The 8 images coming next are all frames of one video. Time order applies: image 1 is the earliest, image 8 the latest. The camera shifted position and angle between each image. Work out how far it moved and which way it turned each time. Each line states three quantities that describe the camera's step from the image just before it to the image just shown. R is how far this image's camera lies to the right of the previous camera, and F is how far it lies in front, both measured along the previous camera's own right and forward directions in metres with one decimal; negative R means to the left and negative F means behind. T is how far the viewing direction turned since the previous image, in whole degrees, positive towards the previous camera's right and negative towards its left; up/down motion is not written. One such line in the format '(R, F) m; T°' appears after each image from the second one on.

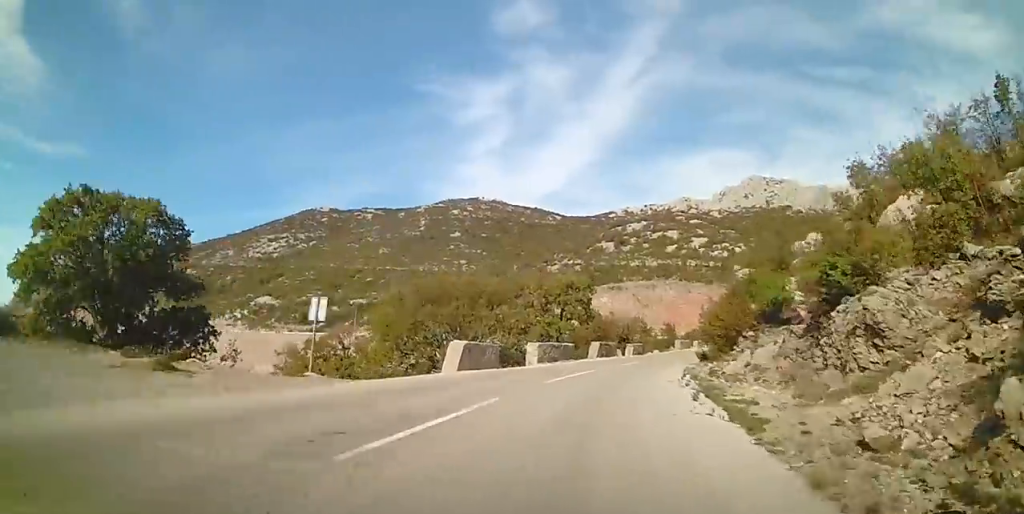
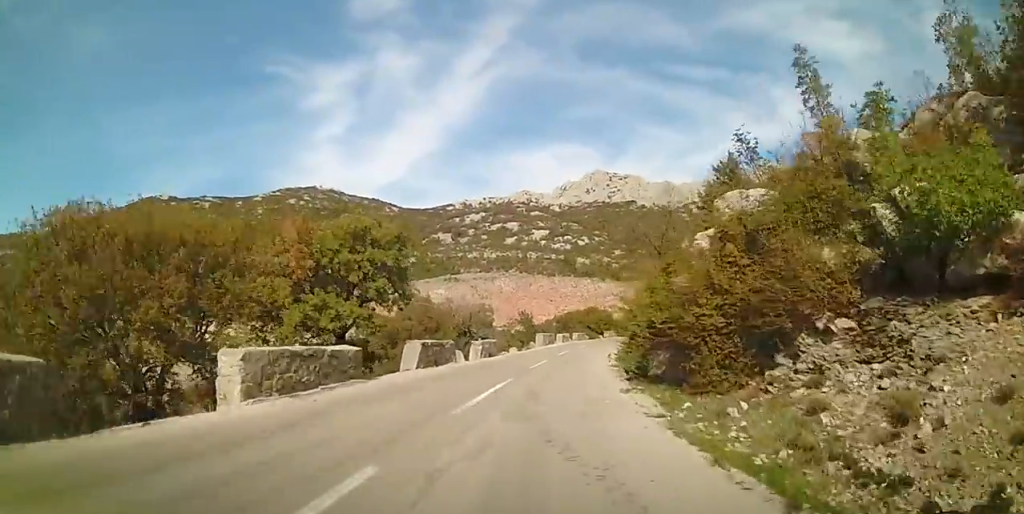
(+2.7, +14.2) m; +17°
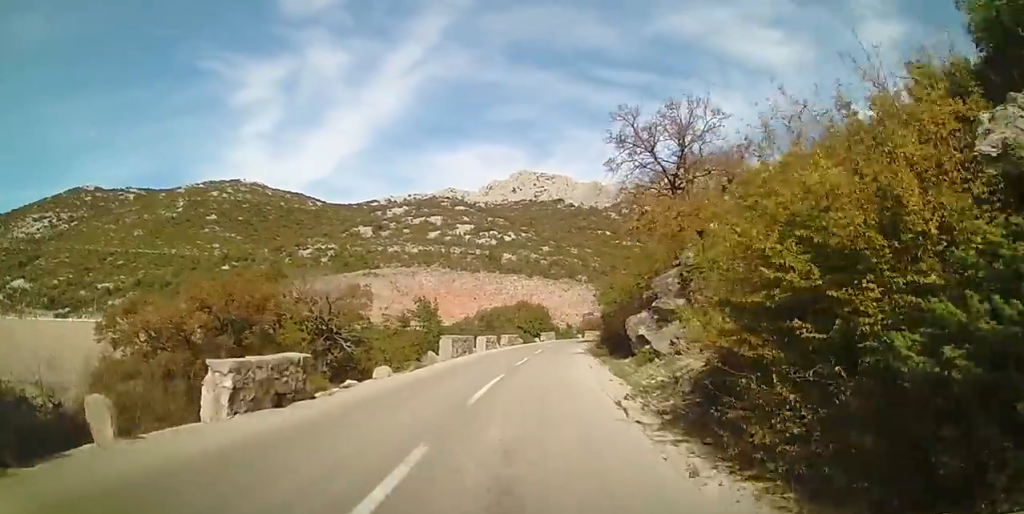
(+1.4, +16.4) m; +10°
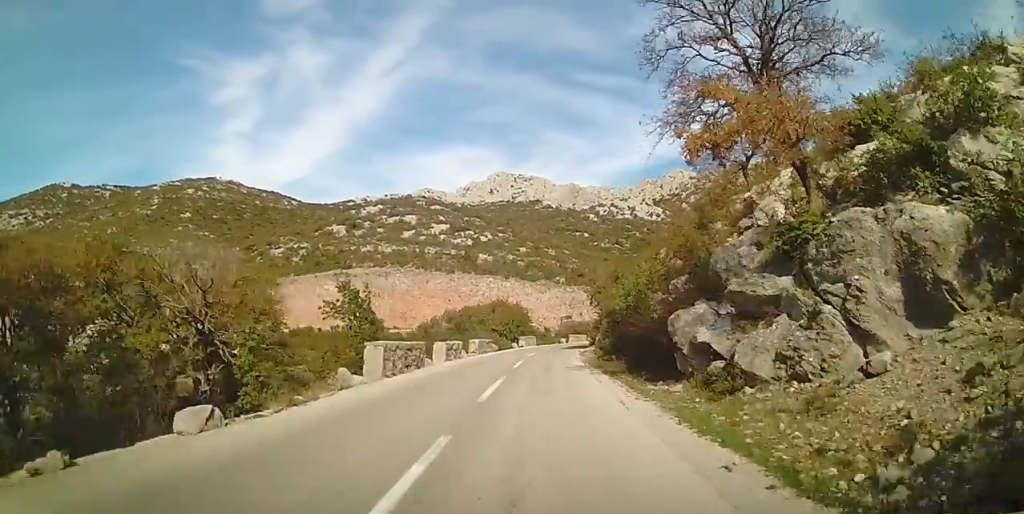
(+0.5, +8.3) m; +4°
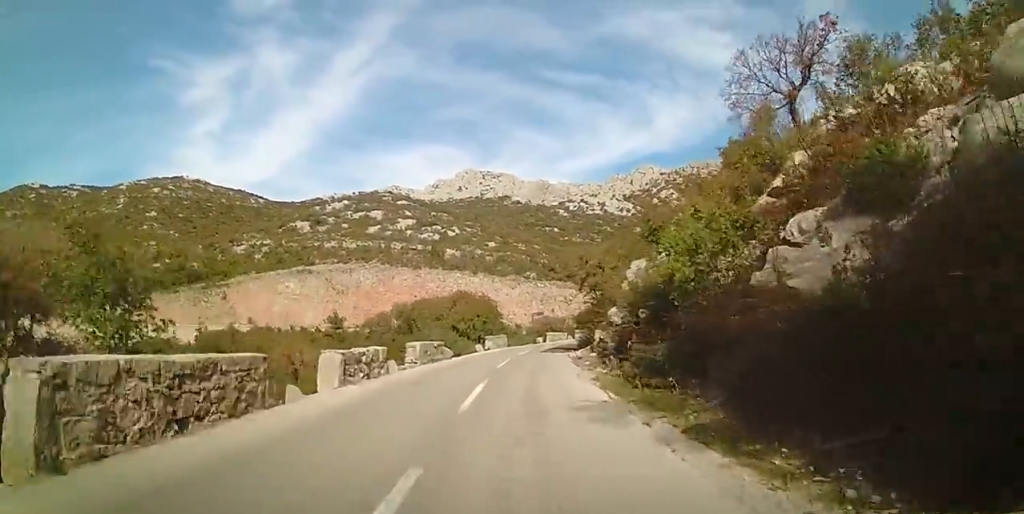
(+0.4, +10.2) m; +2°
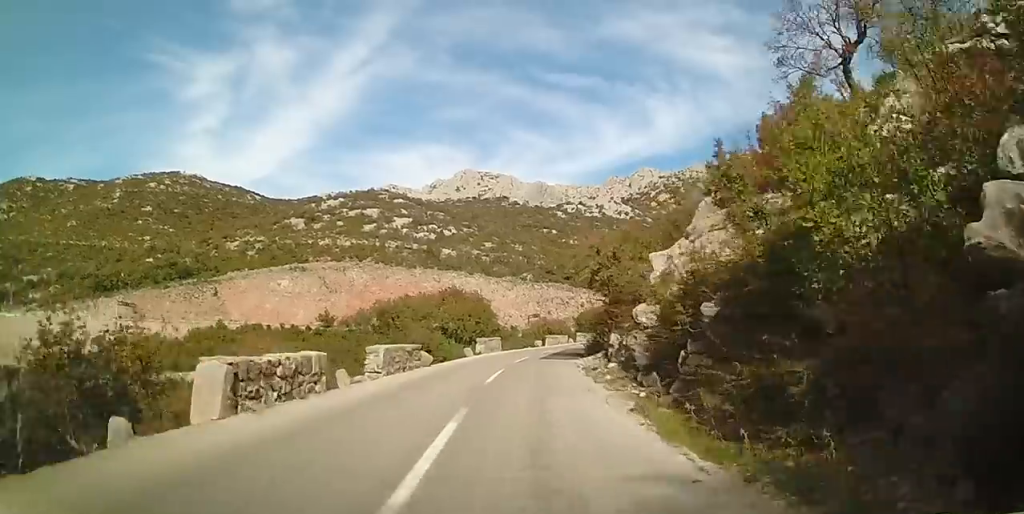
(0.0, +4.8) m; +1°
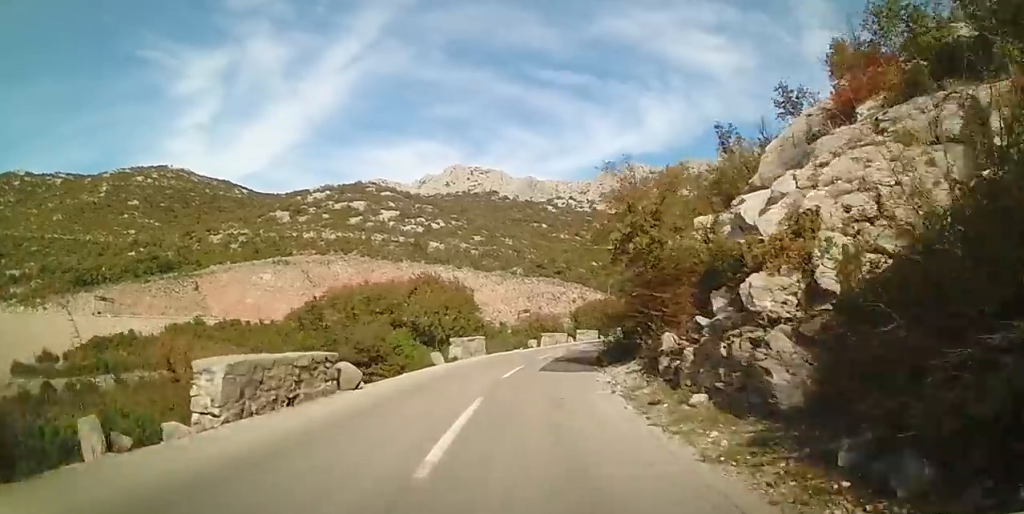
(0.0, +8.2) m; +2°
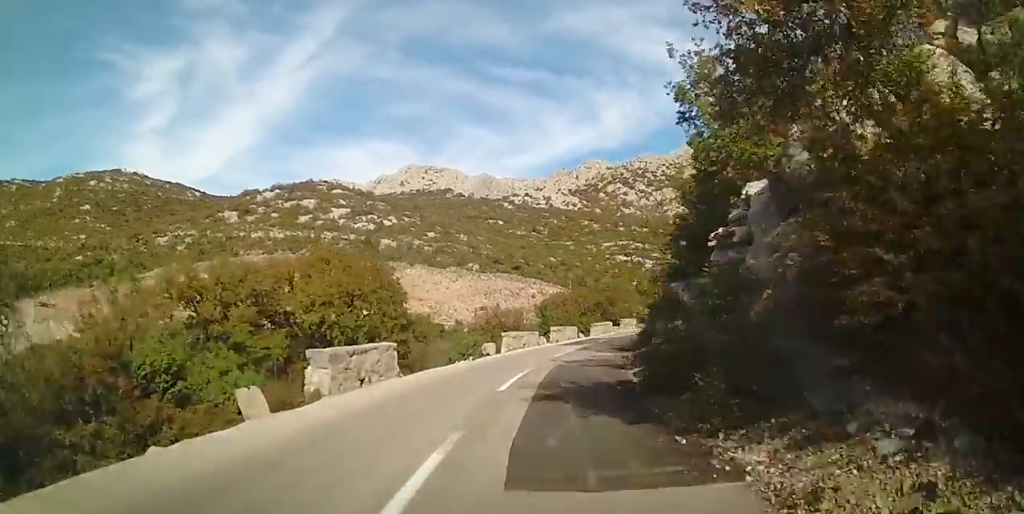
(+0.4, +12.1) m; +5°
